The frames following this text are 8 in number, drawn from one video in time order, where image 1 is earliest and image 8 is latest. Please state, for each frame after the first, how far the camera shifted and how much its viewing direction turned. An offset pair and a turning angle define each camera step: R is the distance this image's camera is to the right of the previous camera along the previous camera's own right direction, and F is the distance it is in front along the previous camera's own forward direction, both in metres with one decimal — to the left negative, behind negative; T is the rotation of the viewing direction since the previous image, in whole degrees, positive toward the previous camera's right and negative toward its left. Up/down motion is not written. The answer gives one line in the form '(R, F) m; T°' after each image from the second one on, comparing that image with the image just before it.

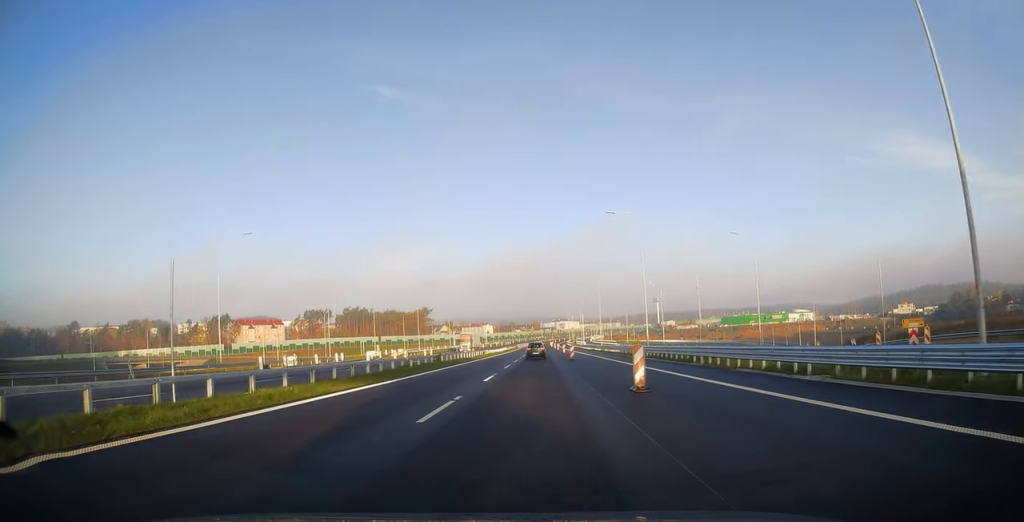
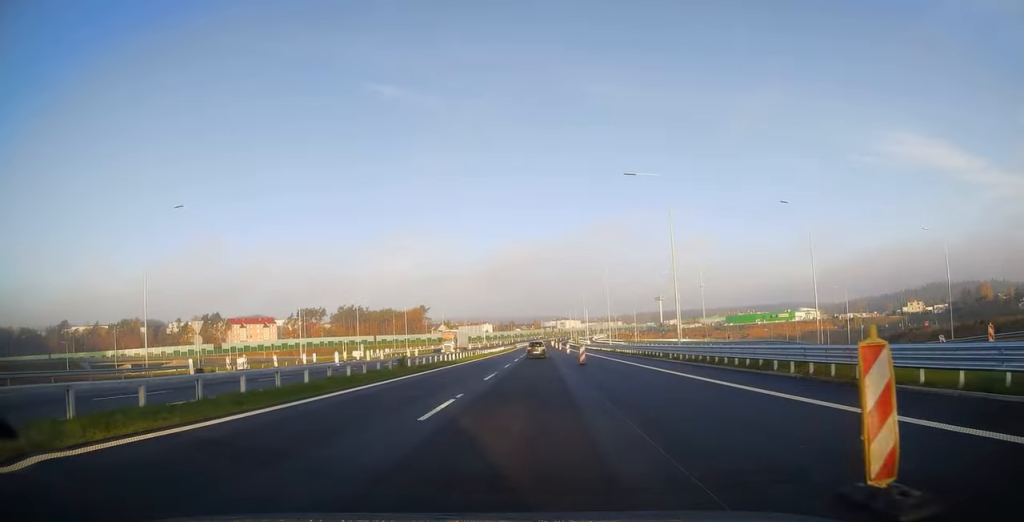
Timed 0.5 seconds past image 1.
(0.0, +11.8) m; 0°
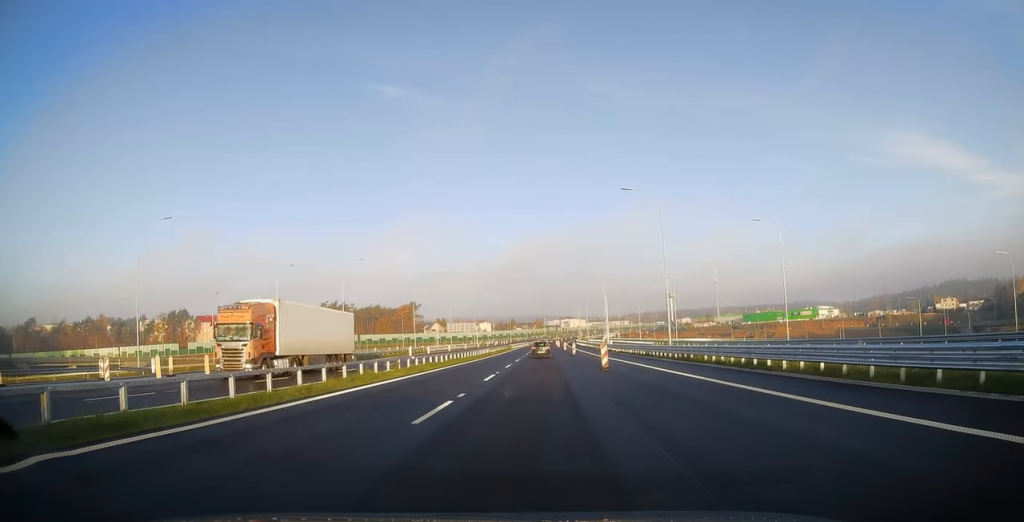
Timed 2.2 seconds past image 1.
(+0.3, +36.8) m; 0°
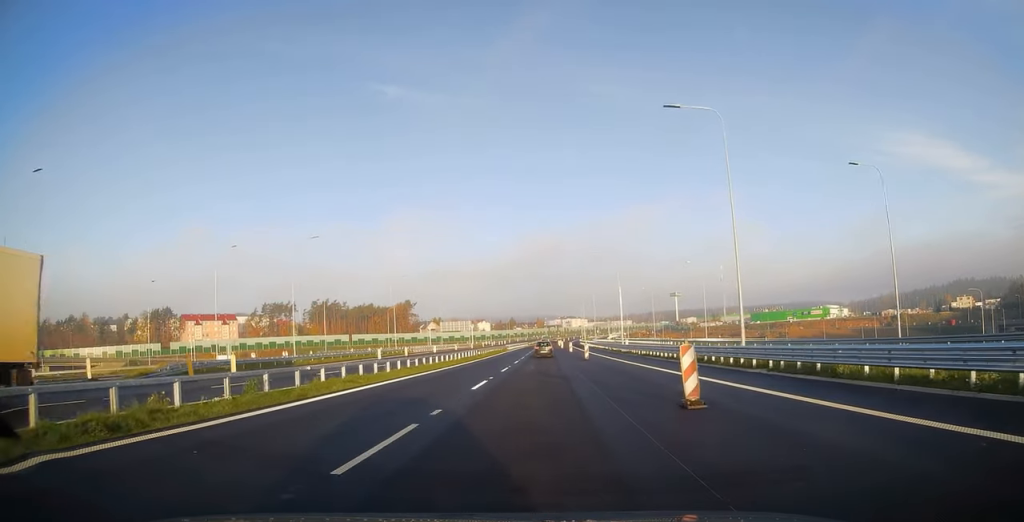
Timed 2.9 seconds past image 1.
(0.0, +16.2) m; 0°
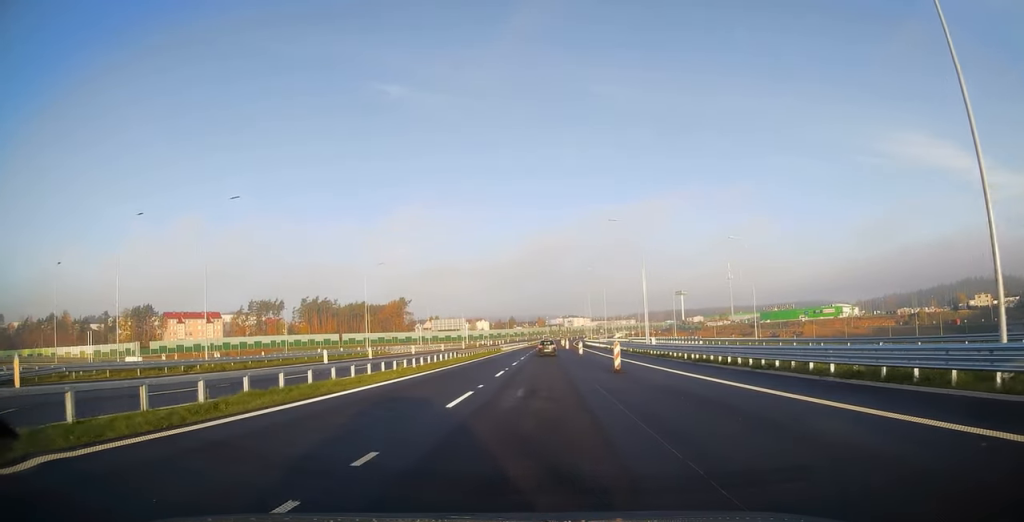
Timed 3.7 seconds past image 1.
(-0.1, +17.3) m; 0°
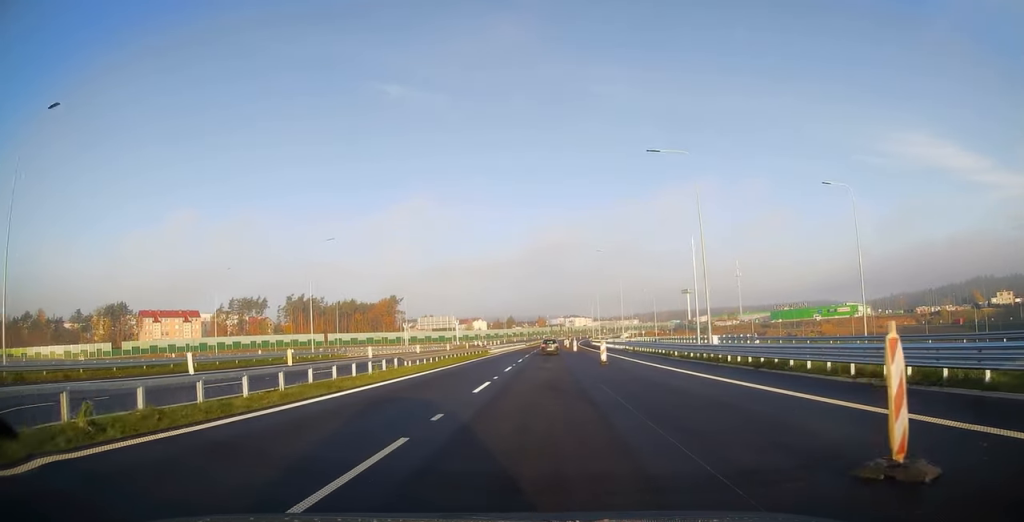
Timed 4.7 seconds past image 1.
(0.0, +20.6) m; 0°
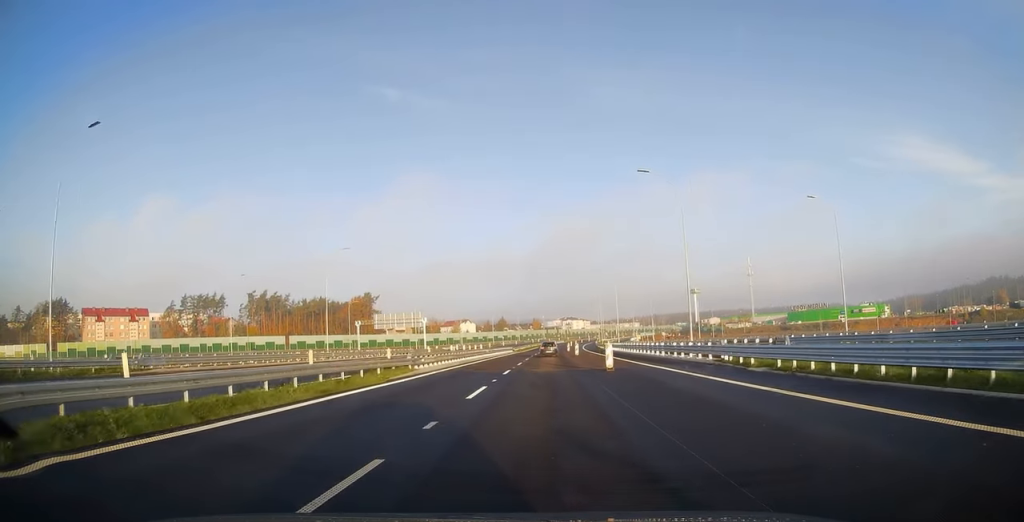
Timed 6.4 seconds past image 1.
(-0.1, +37.8) m; 0°
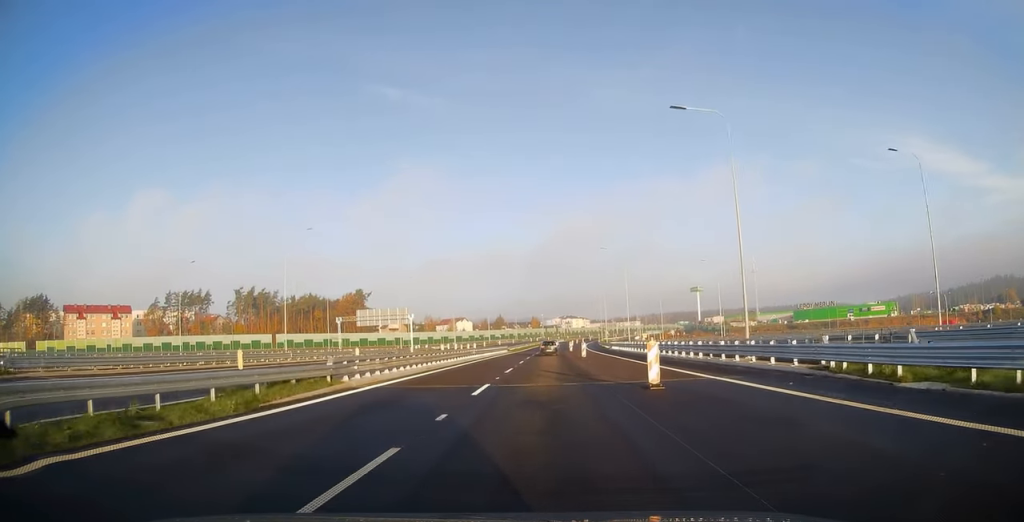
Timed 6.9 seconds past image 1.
(+0.2, +11.3) m; +1°
